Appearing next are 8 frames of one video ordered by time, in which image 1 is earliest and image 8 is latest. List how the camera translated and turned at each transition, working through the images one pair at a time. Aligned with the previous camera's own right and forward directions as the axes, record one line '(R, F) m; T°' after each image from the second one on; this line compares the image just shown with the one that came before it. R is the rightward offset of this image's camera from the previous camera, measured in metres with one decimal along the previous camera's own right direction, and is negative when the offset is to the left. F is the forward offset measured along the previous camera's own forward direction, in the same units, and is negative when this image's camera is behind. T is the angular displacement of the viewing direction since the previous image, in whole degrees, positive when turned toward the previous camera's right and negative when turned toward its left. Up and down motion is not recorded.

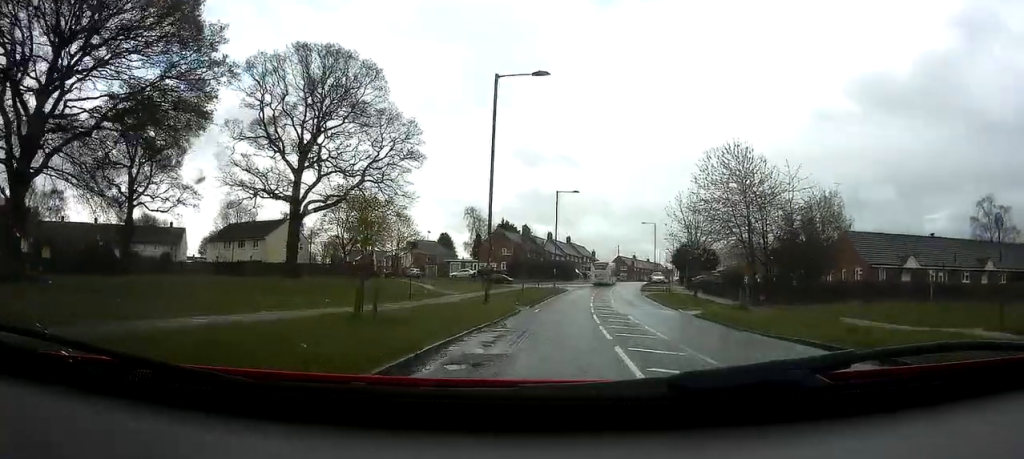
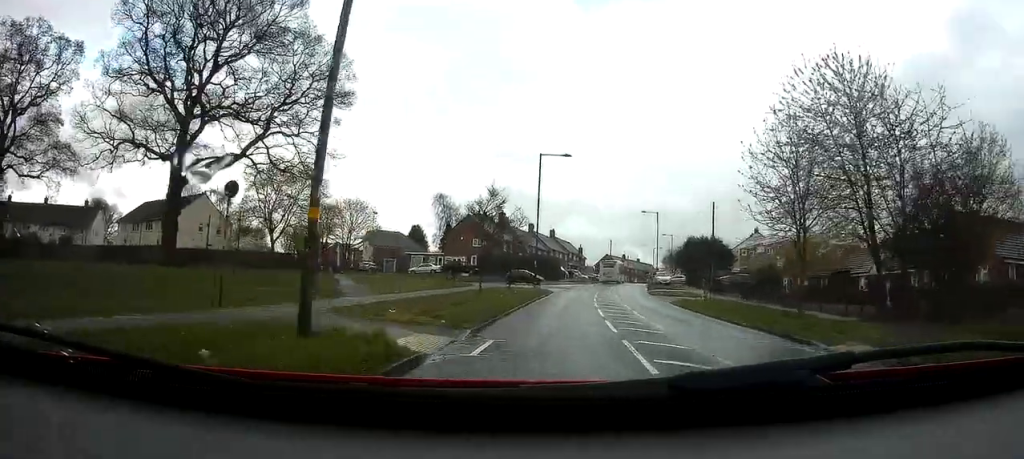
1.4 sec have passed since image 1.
(0.0, +16.6) m; 0°
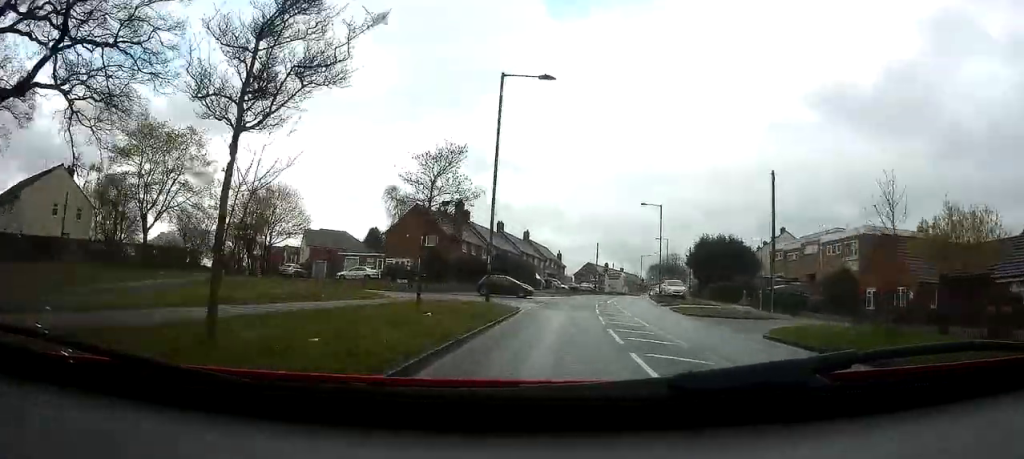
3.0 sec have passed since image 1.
(0.0, +18.5) m; +4°
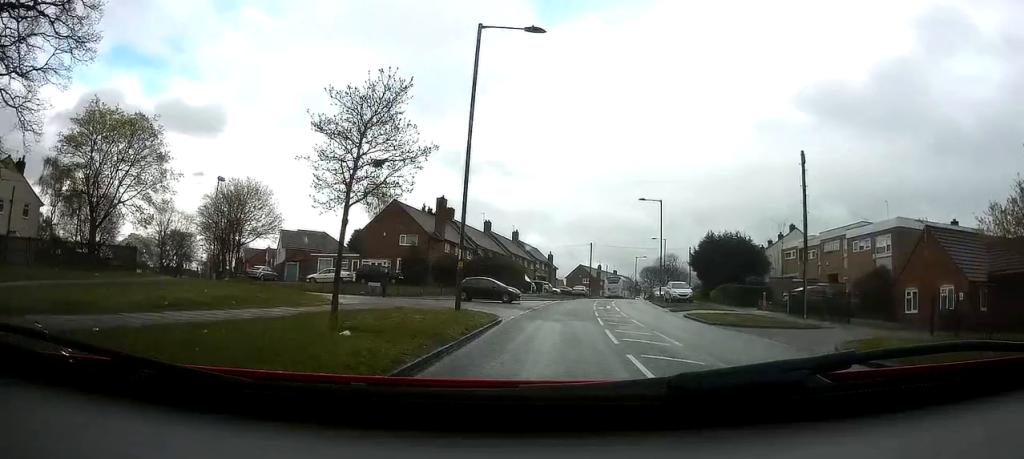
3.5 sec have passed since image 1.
(+0.3, +5.4) m; +1°
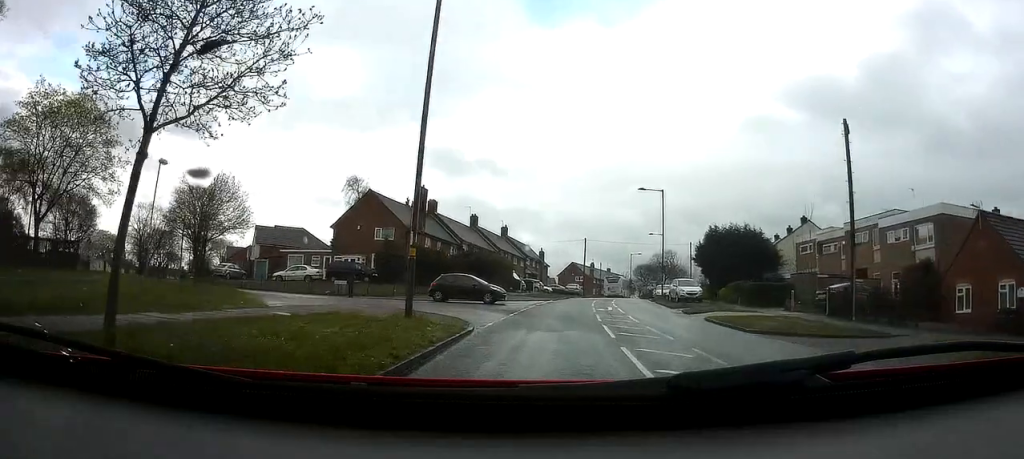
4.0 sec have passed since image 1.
(+0.3, +5.4) m; +1°
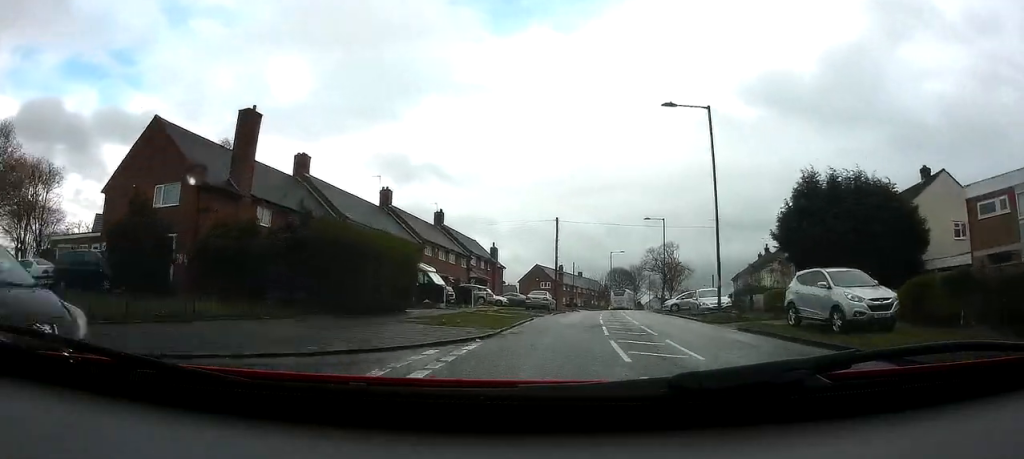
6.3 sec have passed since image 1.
(+0.4, +26.6) m; +4°
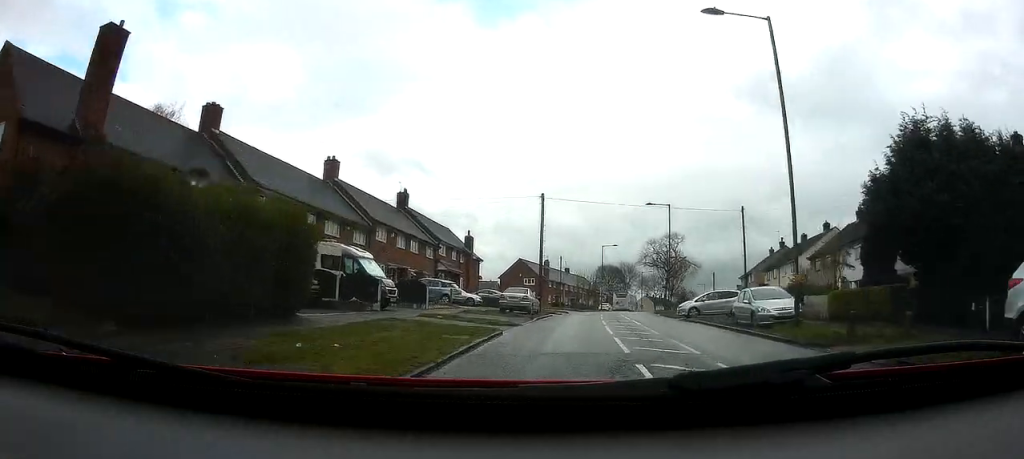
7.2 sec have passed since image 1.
(+0.1, +10.0) m; +2°
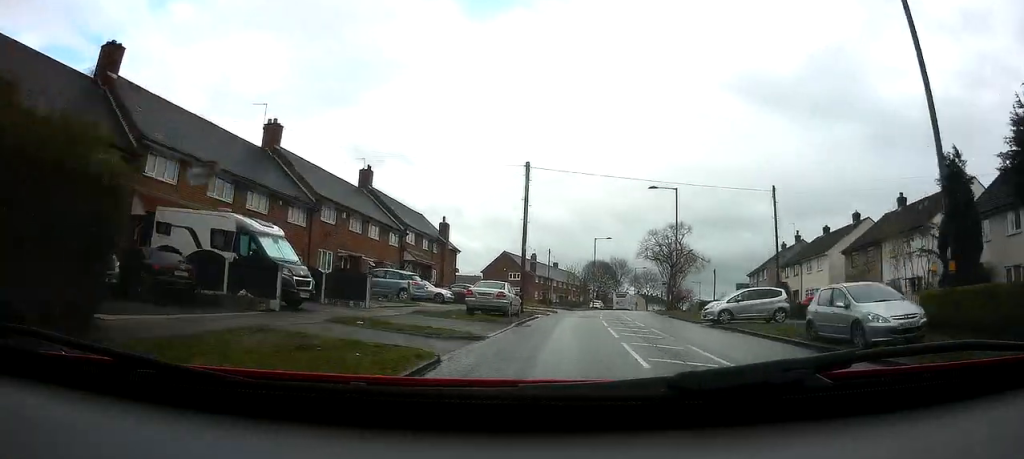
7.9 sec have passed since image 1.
(+0.2, +7.8) m; +1°
